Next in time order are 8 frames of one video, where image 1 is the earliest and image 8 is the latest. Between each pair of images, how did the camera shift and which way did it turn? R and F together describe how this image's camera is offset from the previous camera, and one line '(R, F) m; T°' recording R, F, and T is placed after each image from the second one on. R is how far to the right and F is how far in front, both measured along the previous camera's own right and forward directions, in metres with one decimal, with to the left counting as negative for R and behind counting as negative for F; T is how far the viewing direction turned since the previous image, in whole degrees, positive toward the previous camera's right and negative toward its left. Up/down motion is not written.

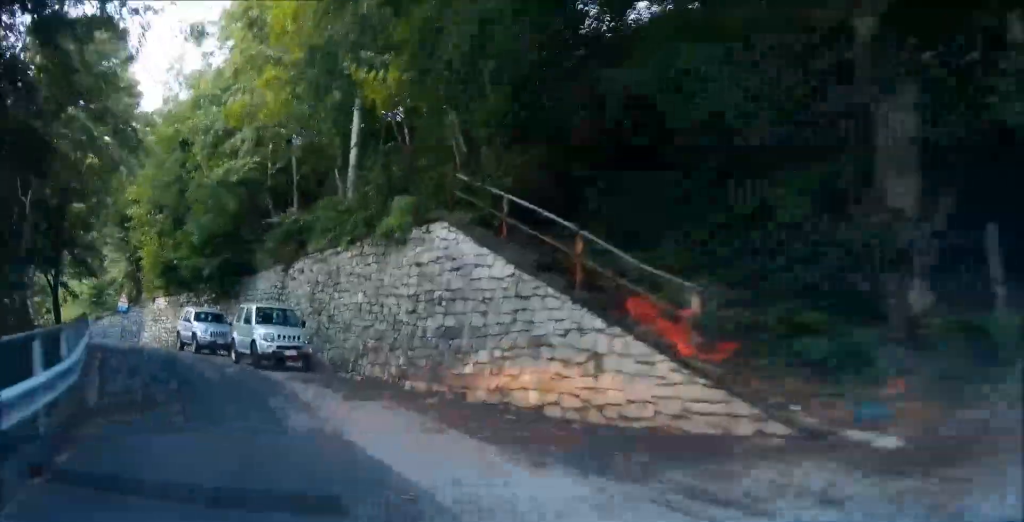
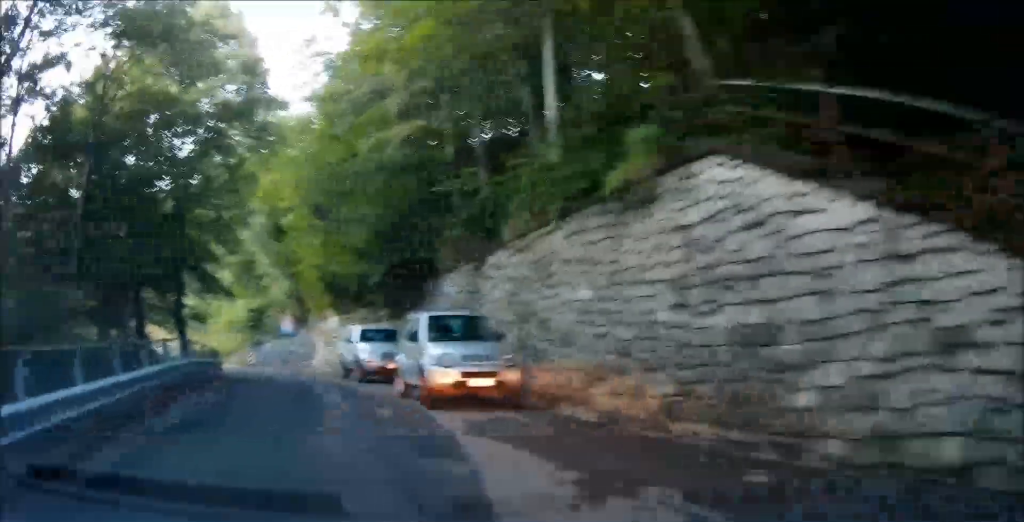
(+0.3, +4.7) m; -1°
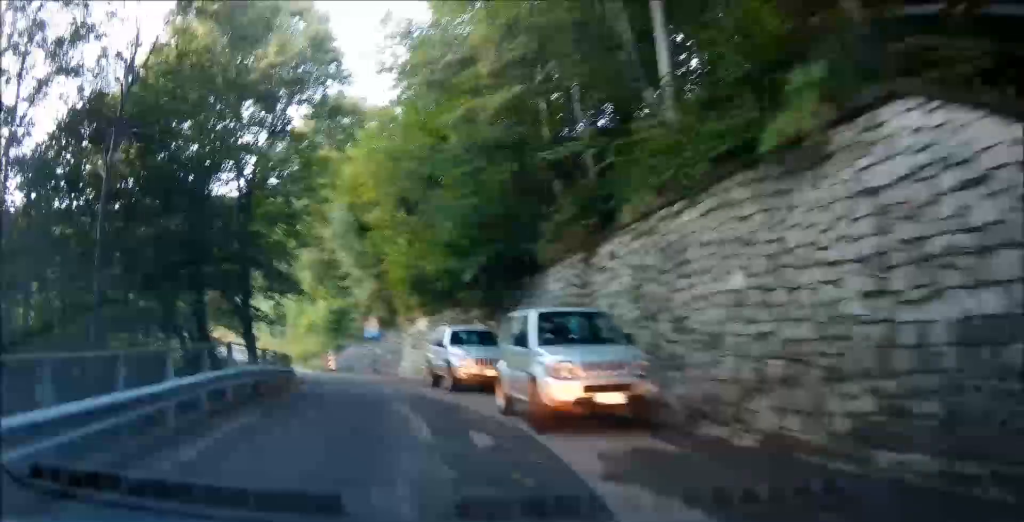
(-0.2, +2.2) m; 0°
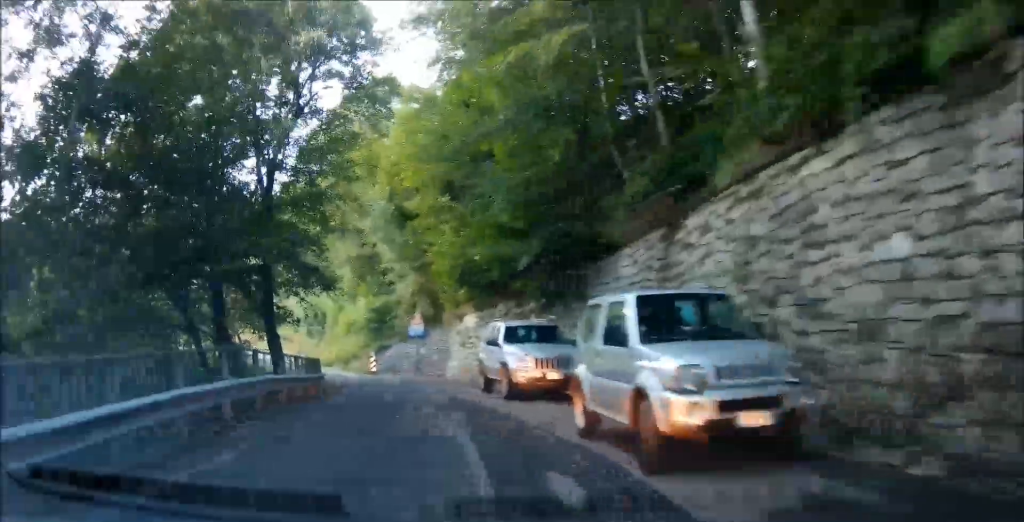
(-0.2, +2.4) m; 0°
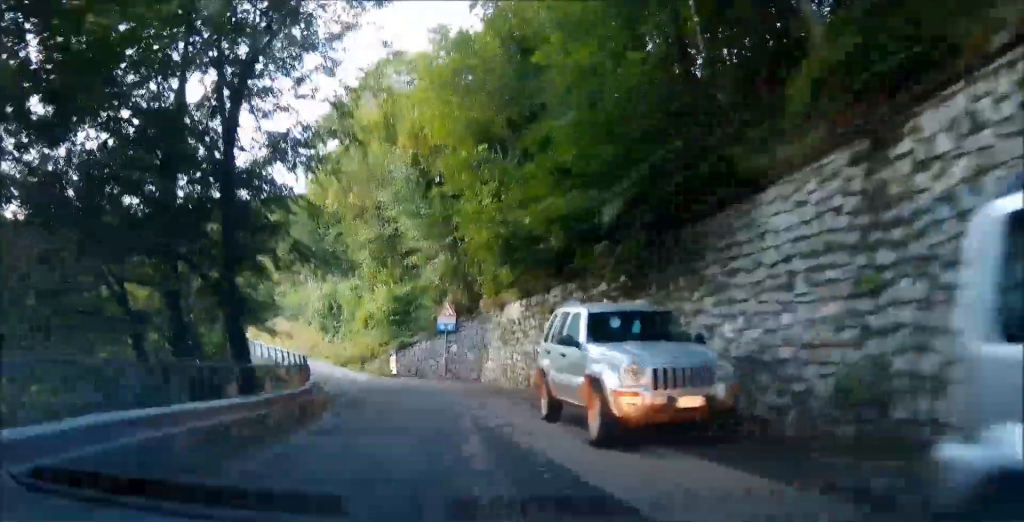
(+0.2, +5.7) m; -3°
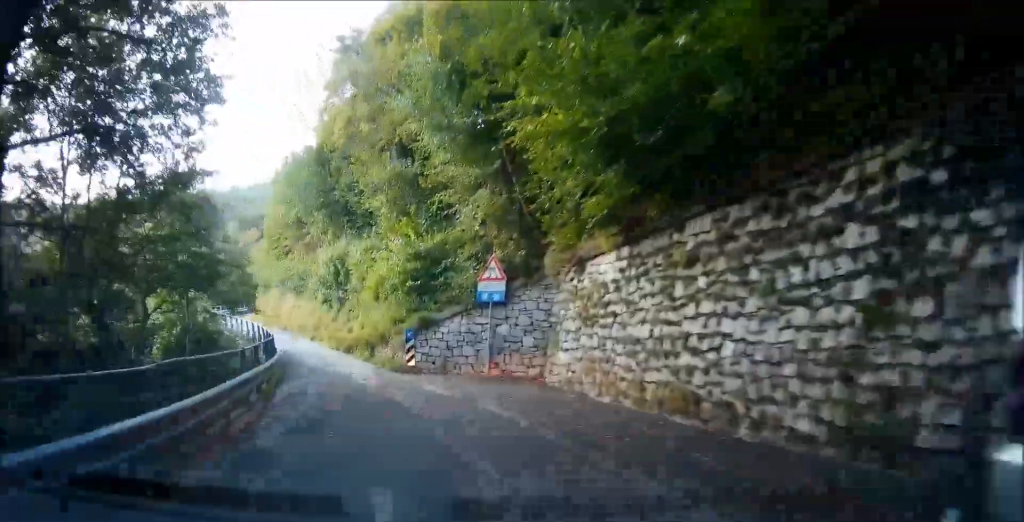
(-0.8, +8.7) m; -8°
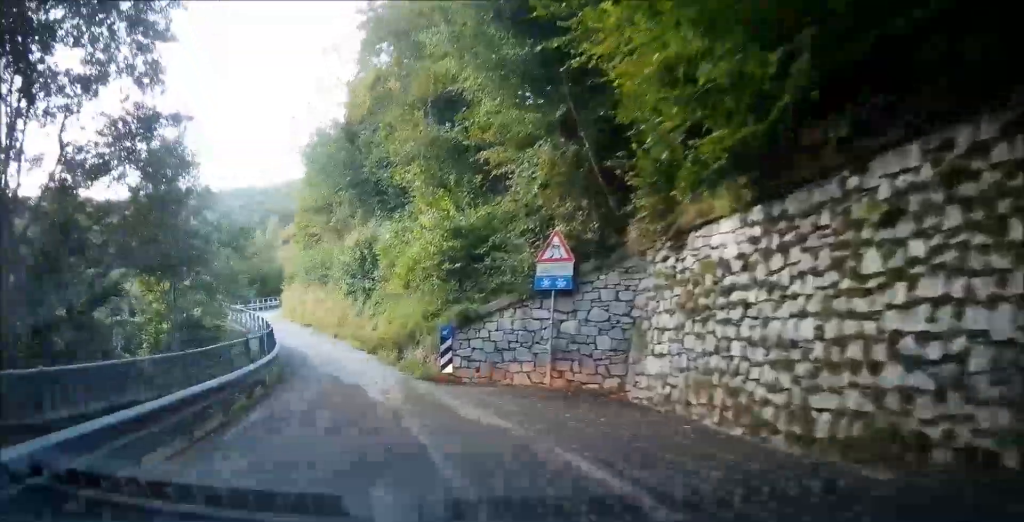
(-0.1, +4.3) m; 0°
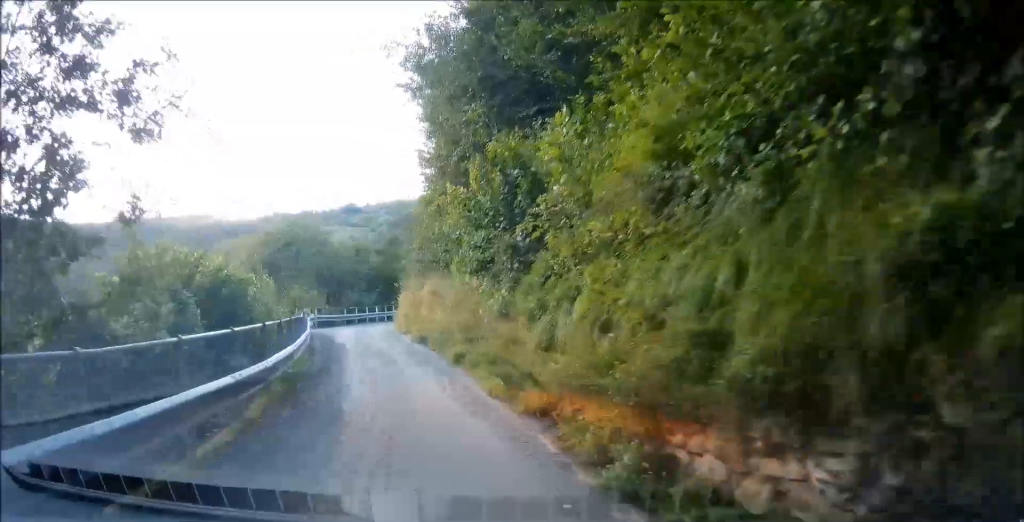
(-1.6, +12.6) m; -13°
